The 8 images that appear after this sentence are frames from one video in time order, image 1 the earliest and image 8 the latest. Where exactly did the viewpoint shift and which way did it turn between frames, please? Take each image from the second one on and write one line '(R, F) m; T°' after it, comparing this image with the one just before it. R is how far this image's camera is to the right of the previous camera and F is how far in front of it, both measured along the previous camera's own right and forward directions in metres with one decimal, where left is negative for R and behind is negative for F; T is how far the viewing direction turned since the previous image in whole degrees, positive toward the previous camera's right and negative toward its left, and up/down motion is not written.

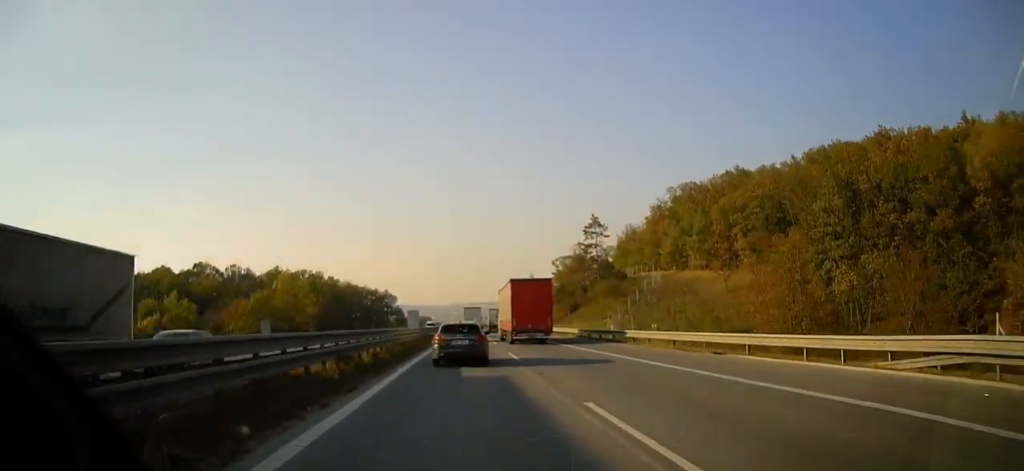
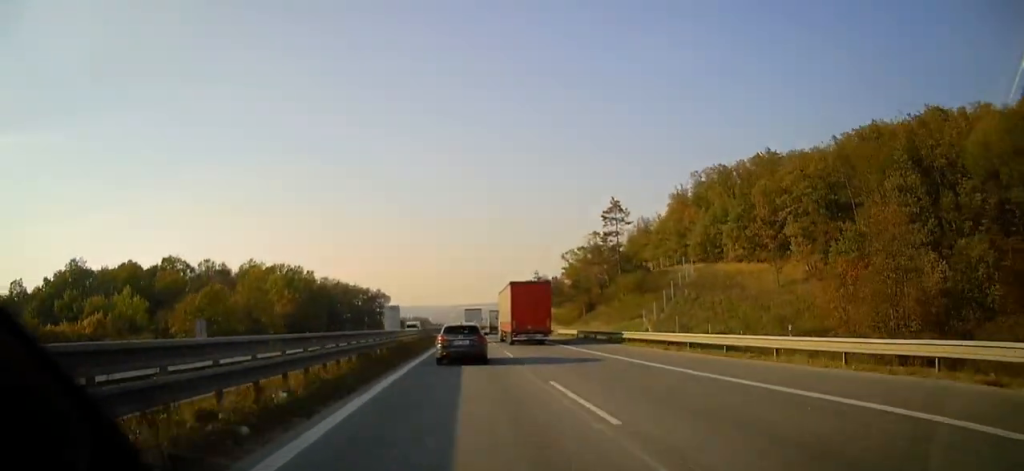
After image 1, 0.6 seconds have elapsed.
(0.0, +14.5) m; 0°
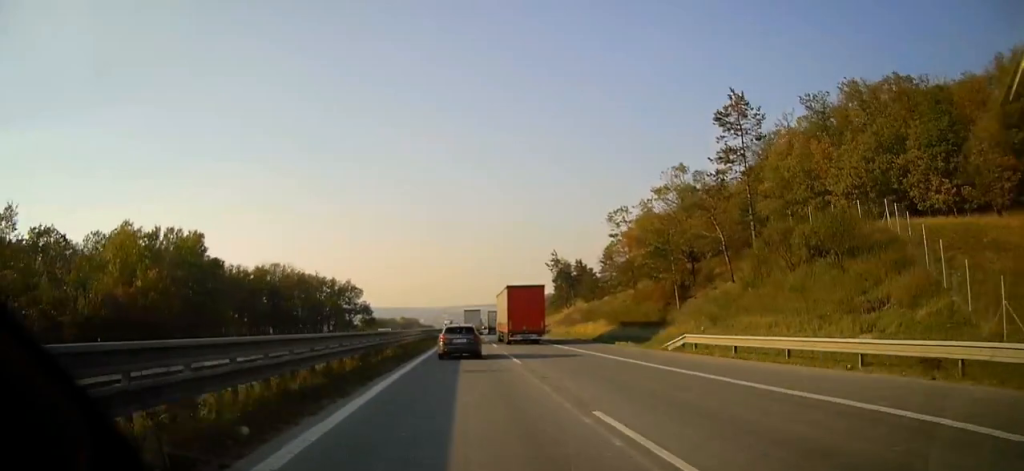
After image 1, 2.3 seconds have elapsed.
(+0.3, +41.1) m; +1°
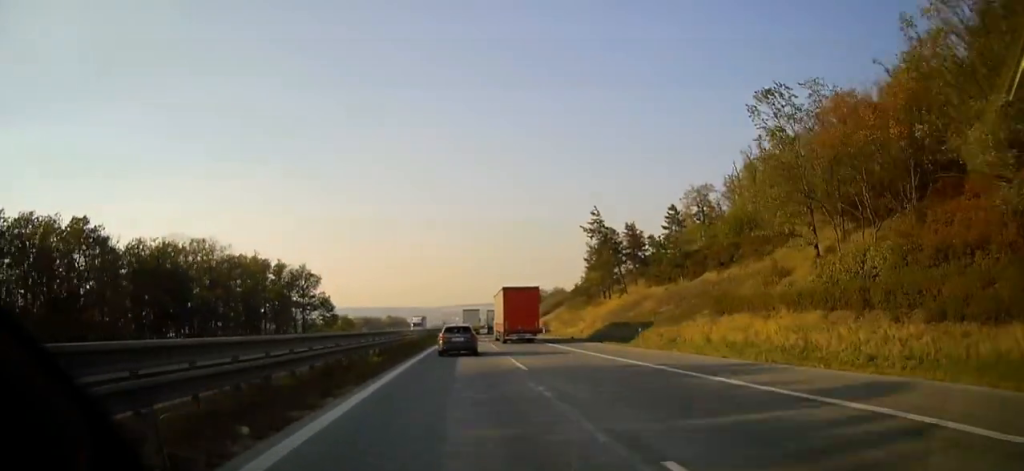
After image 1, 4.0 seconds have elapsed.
(+0.2, +39.3) m; +1°
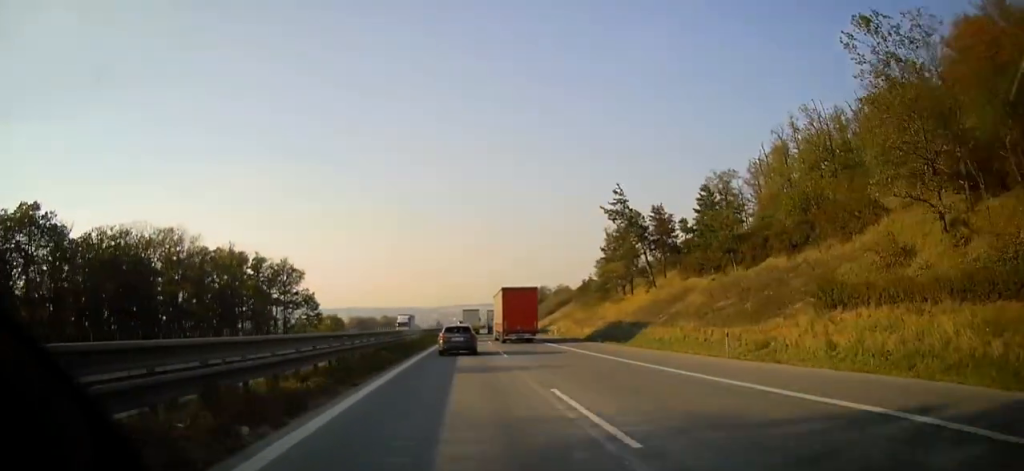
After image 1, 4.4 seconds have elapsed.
(0.0, +11.3) m; 0°
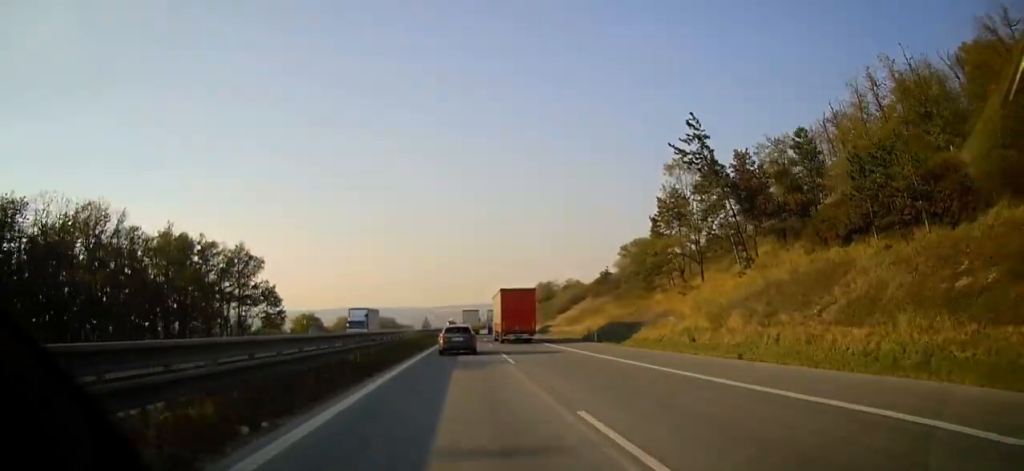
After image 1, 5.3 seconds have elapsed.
(+0.1, +21.3) m; 0°
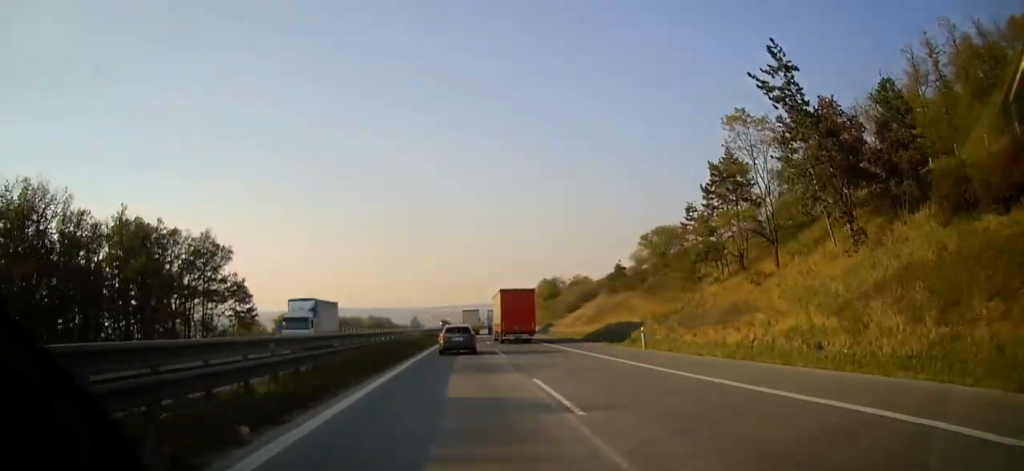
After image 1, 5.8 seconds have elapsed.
(0.0, +12.4) m; 0°
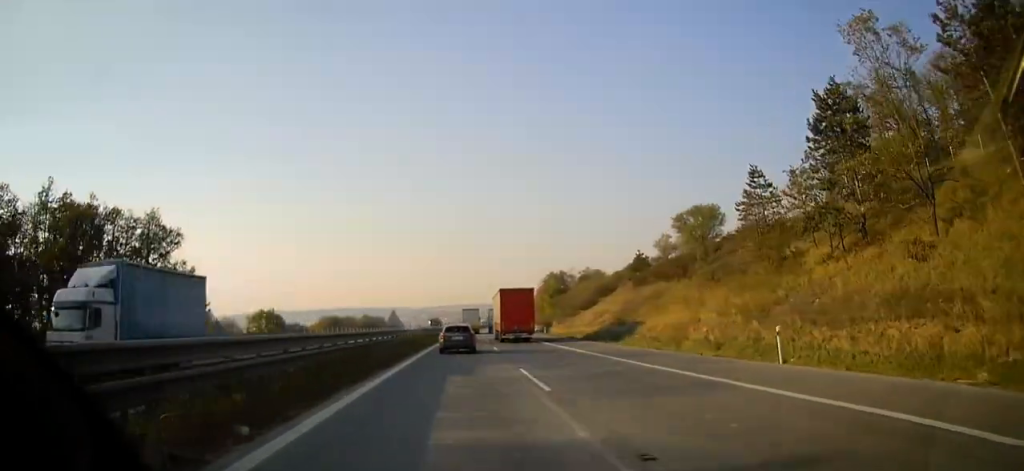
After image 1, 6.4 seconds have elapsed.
(0.0, +15.0) m; 0°
